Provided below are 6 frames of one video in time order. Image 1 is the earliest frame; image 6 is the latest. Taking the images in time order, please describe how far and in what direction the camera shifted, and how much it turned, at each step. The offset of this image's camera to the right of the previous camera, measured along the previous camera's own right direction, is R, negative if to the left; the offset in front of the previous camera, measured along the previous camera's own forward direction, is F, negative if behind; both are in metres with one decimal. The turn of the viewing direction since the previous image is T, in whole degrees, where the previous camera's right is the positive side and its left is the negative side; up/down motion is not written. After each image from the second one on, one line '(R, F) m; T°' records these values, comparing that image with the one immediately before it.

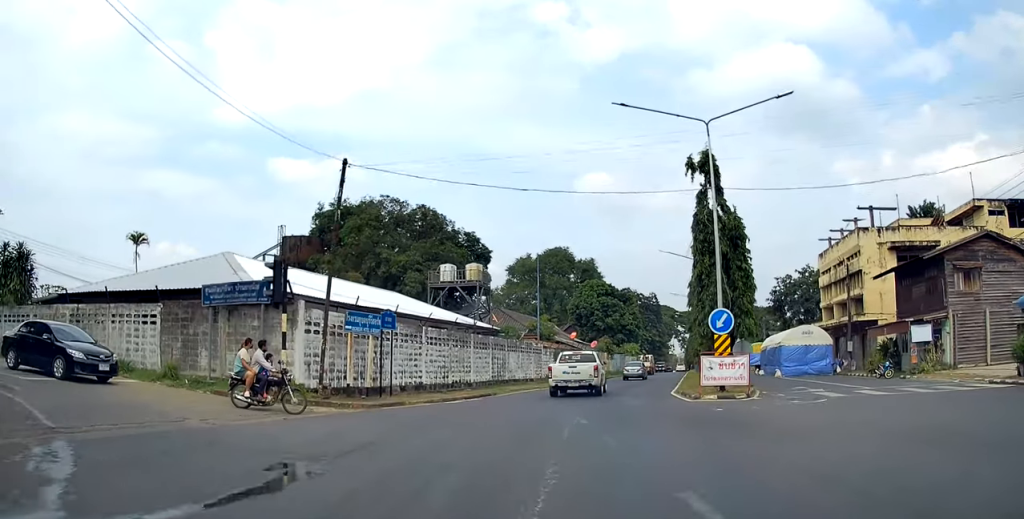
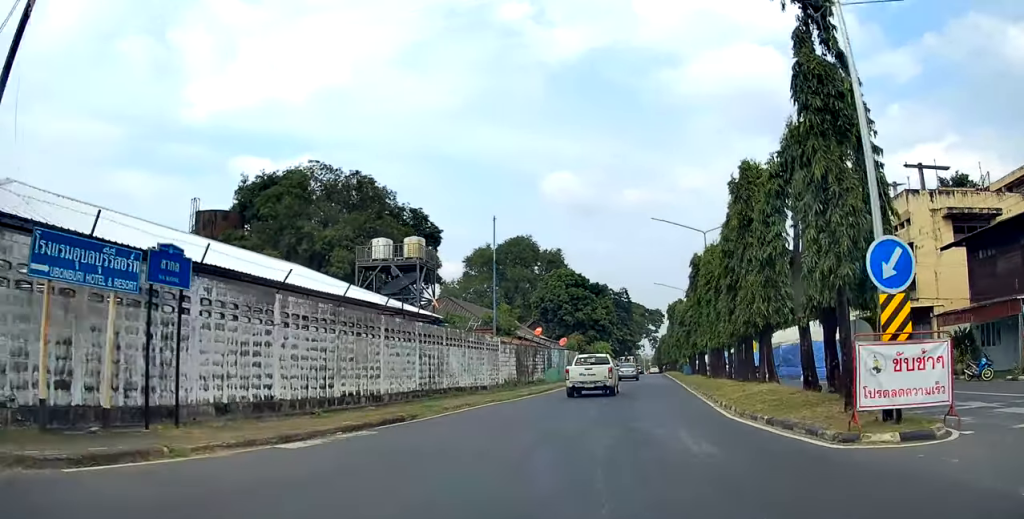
(-0.1, +11.6) m; +3°
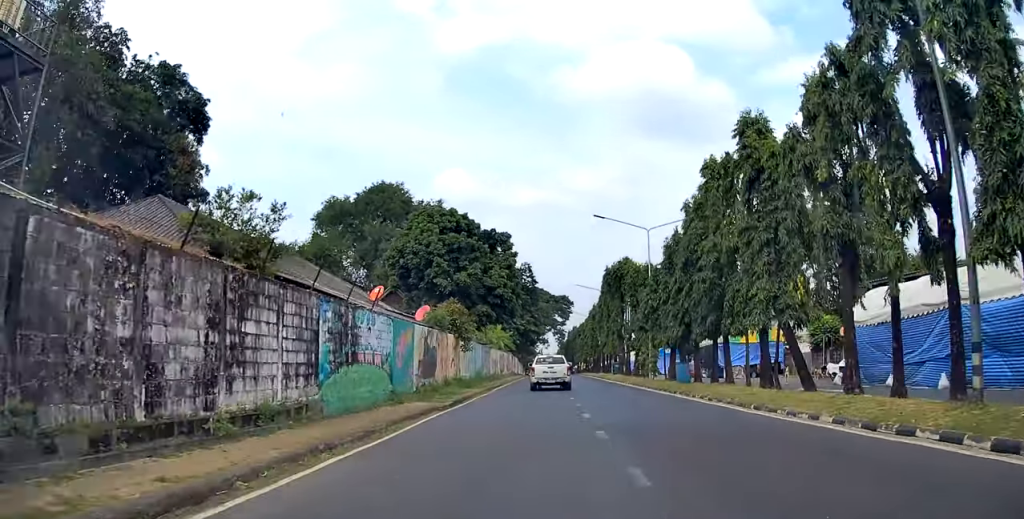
(+2.5, +30.6) m; +7°
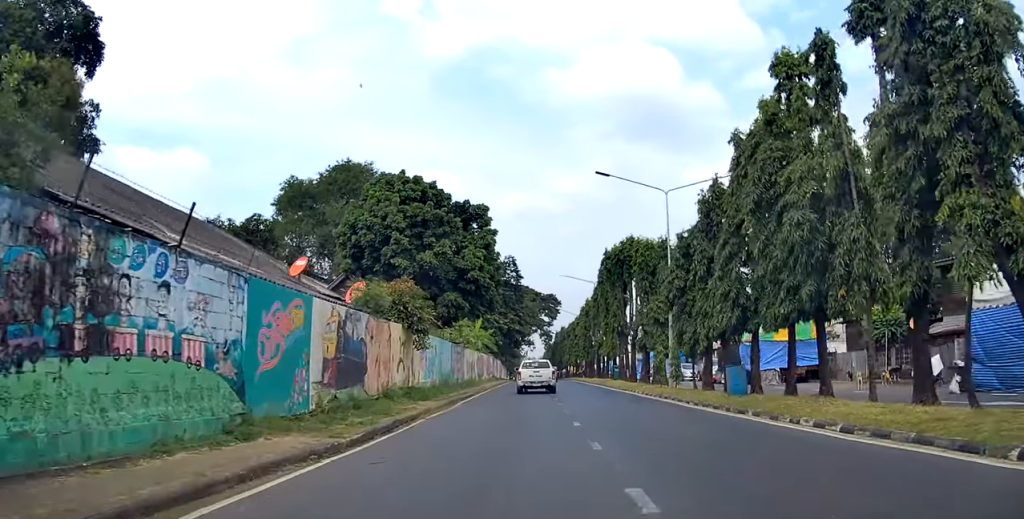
(-0.5, +9.0) m; -1°
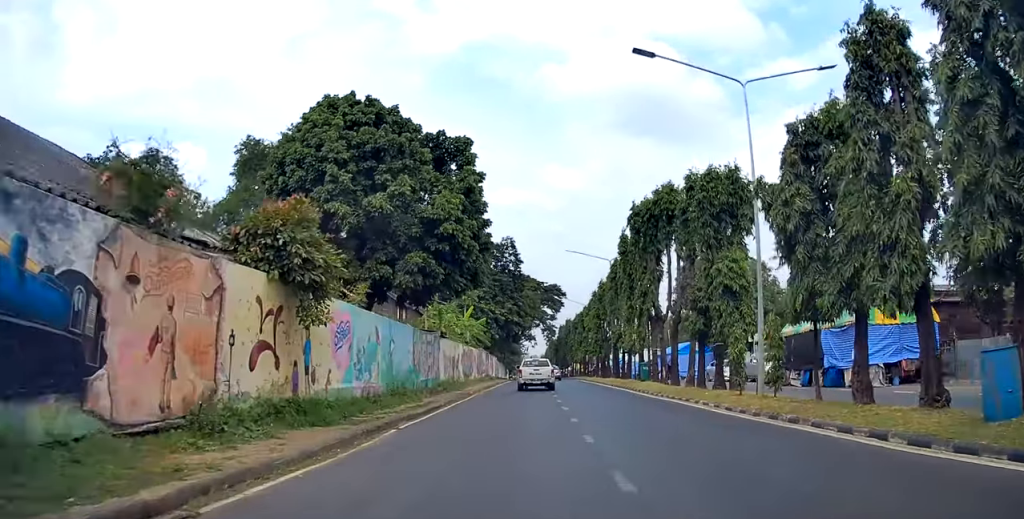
(+0.4, +11.5) m; +4°
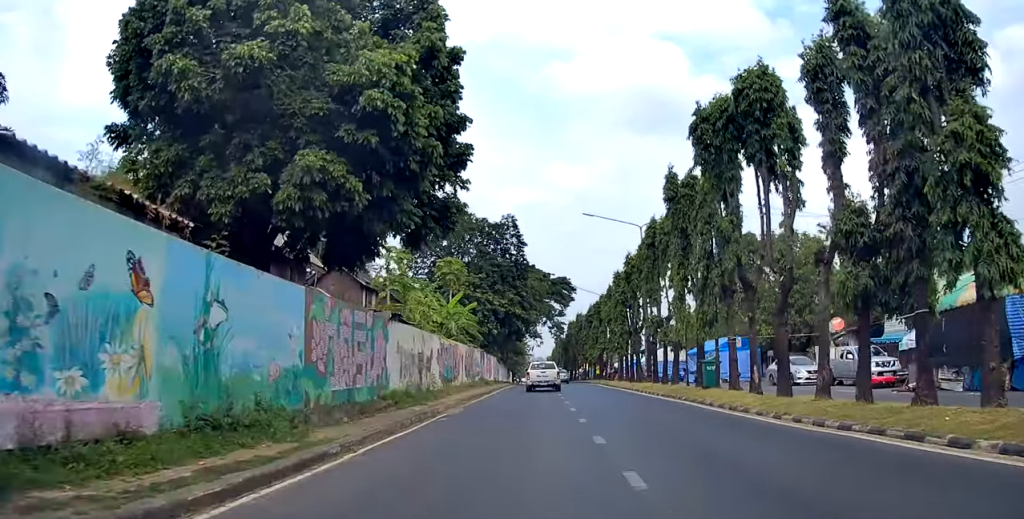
(+0.2, +12.1) m; +2°
